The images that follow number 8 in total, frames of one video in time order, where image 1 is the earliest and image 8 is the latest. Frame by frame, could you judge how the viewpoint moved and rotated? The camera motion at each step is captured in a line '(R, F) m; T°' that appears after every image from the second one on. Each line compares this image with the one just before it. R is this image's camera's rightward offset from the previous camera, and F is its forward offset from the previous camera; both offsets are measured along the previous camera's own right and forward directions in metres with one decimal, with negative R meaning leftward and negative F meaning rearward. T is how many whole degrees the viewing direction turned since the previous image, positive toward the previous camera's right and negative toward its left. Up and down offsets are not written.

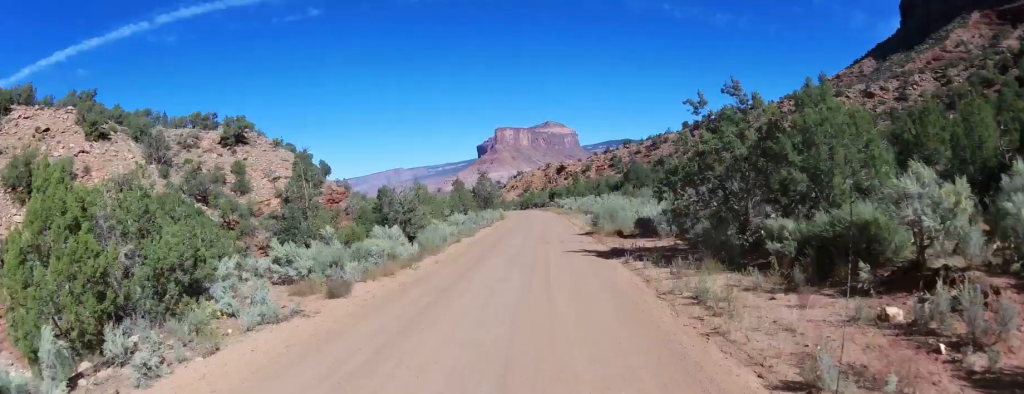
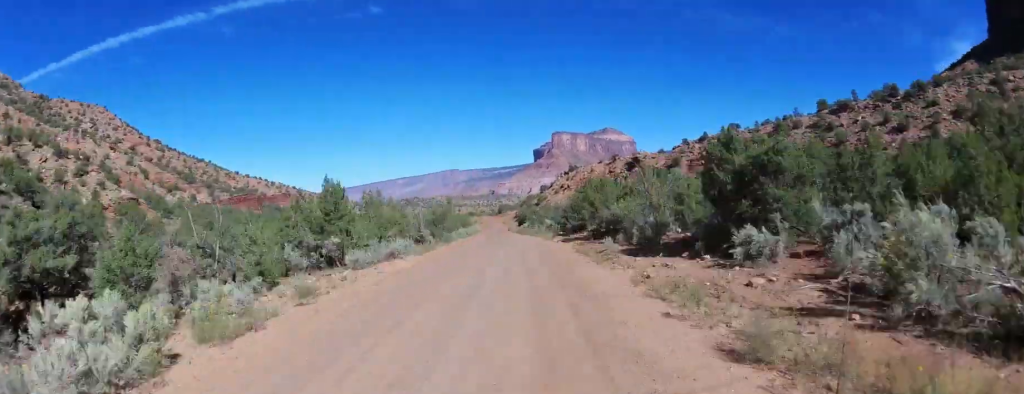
(-4.6, +89.6) m; -5°
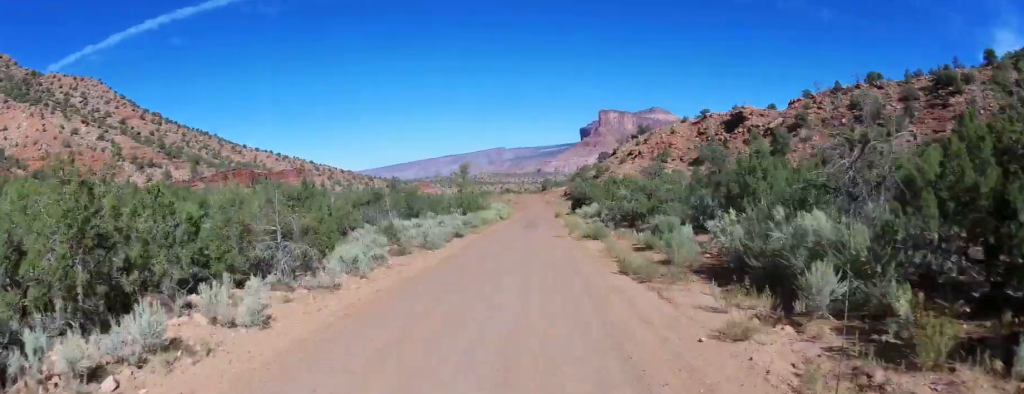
(-1.9, +65.7) m; -1°
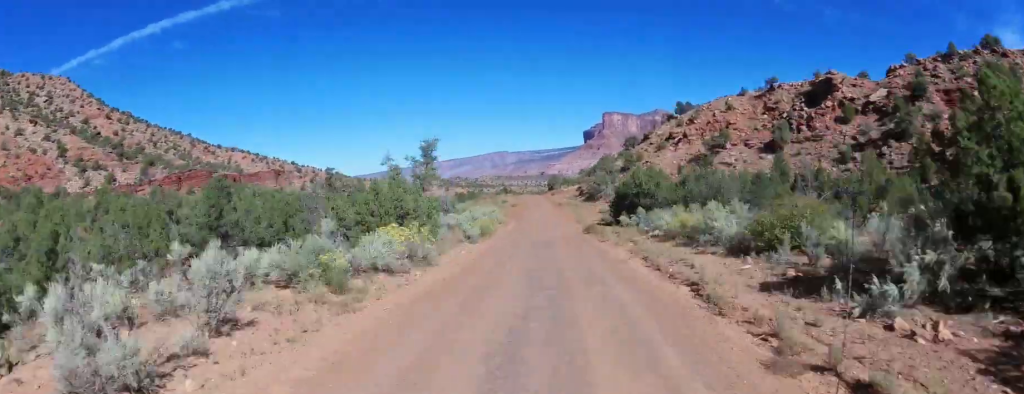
(-0.4, +49.5) m; +1°
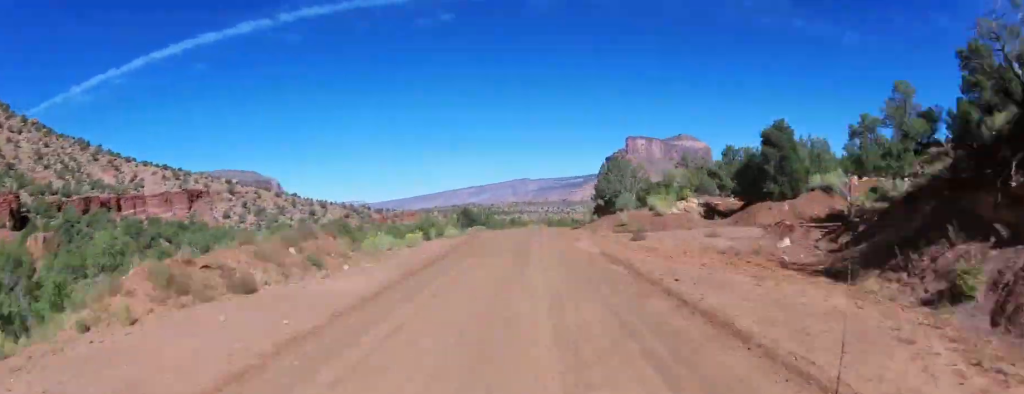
(+3.2, +116.9) m; +4°
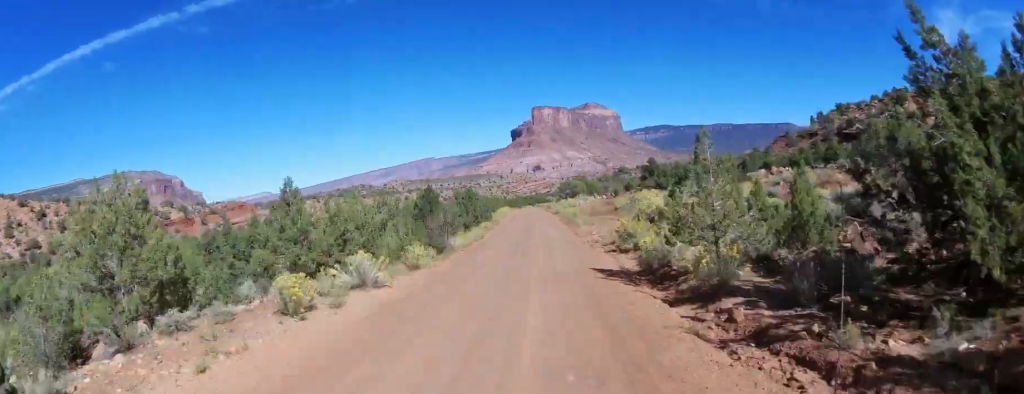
(+5.6, +155.6) m; +5°
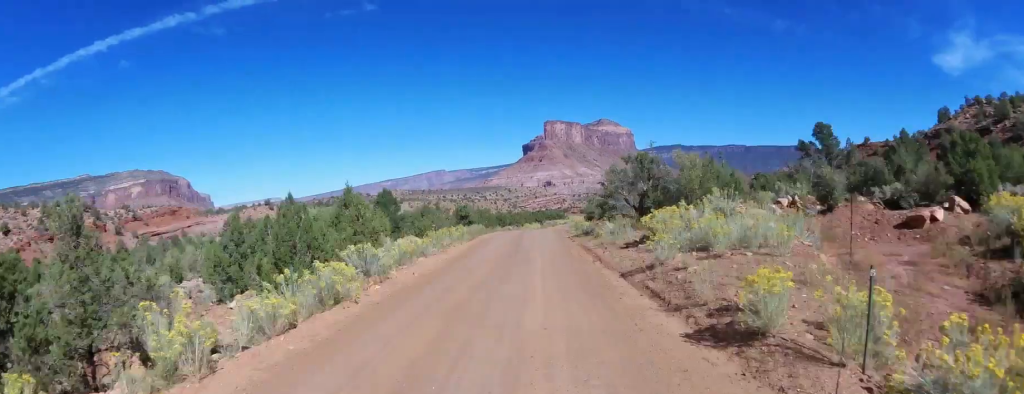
(+3.0, +72.9) m; +2°
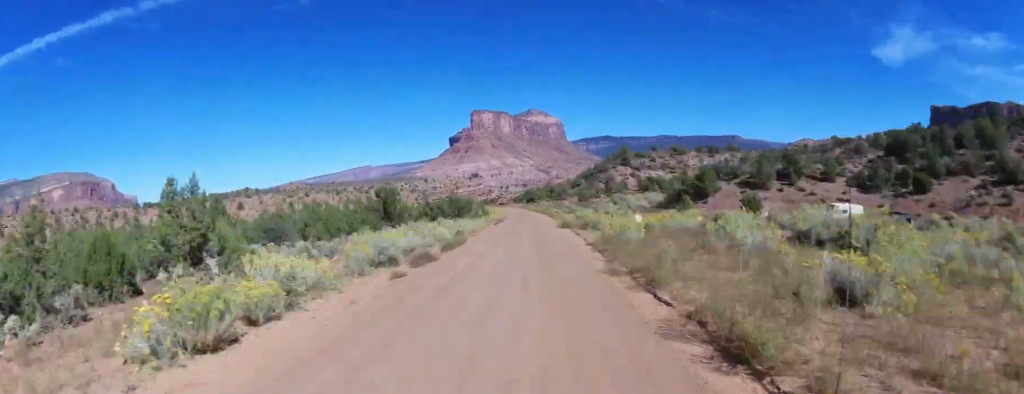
(+3.3, +165.8) m; -3°
